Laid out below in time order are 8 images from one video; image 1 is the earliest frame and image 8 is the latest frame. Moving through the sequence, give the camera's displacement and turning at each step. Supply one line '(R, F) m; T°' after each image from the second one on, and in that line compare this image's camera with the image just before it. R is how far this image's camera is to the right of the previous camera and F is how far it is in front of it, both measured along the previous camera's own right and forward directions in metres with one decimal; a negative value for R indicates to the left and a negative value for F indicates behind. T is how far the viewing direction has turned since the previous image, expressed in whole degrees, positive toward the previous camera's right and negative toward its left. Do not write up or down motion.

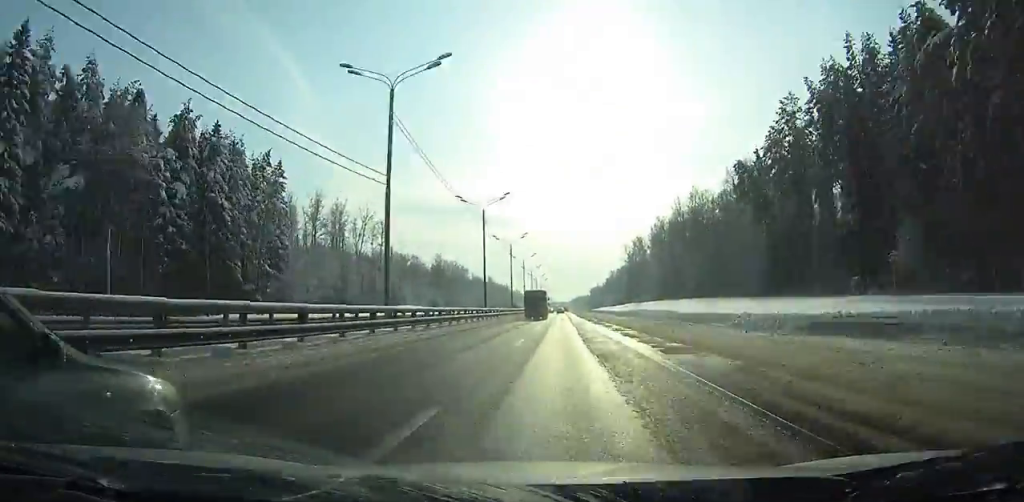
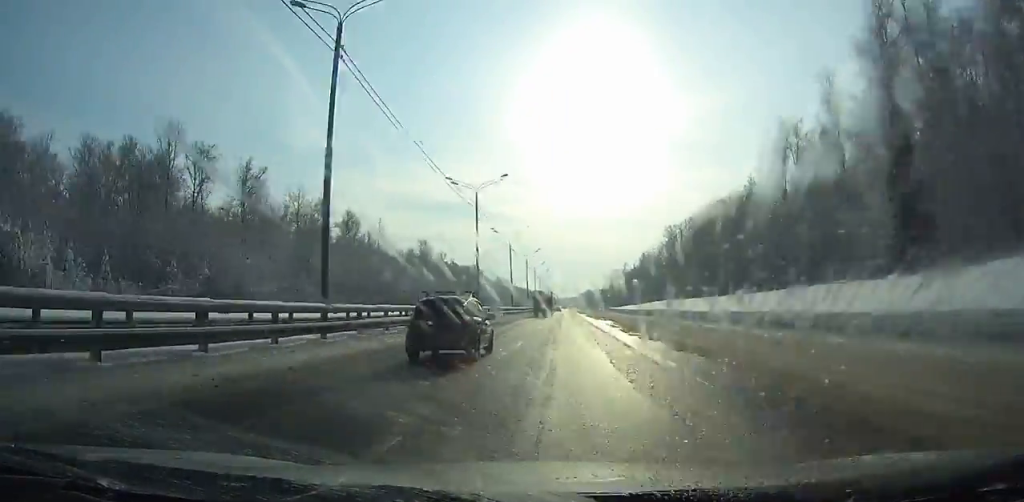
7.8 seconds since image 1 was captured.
(-1.3, +193.5) m; -1°
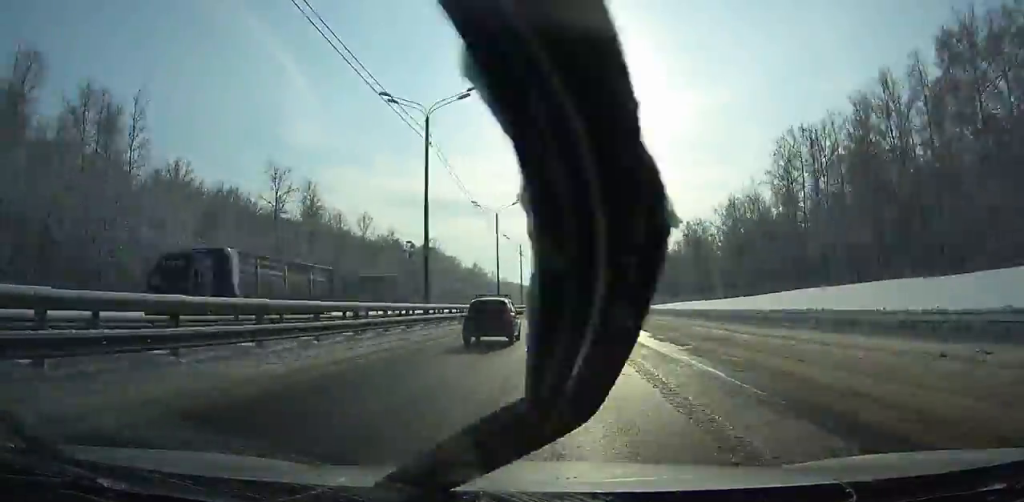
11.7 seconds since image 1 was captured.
(-0.2, +98.7) m; 0°
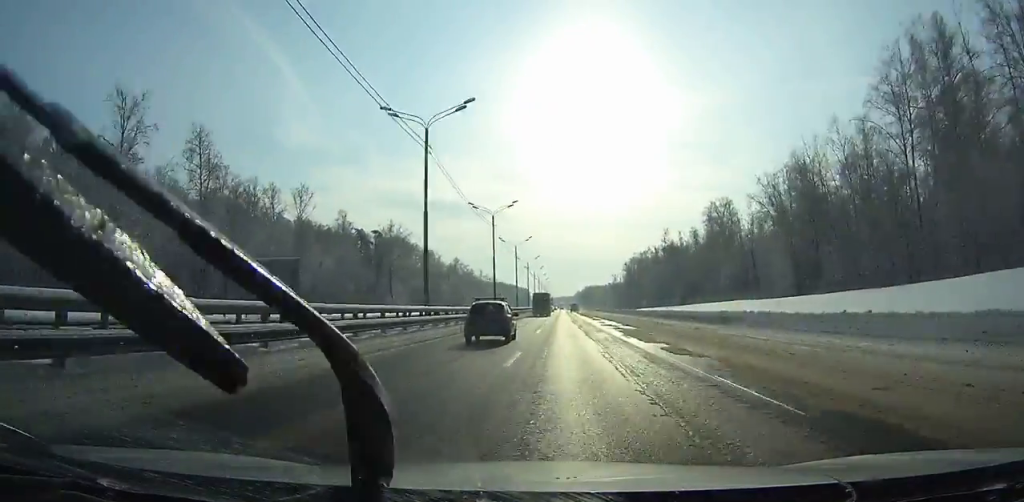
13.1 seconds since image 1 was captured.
(0.0, +35.9) m; 0°
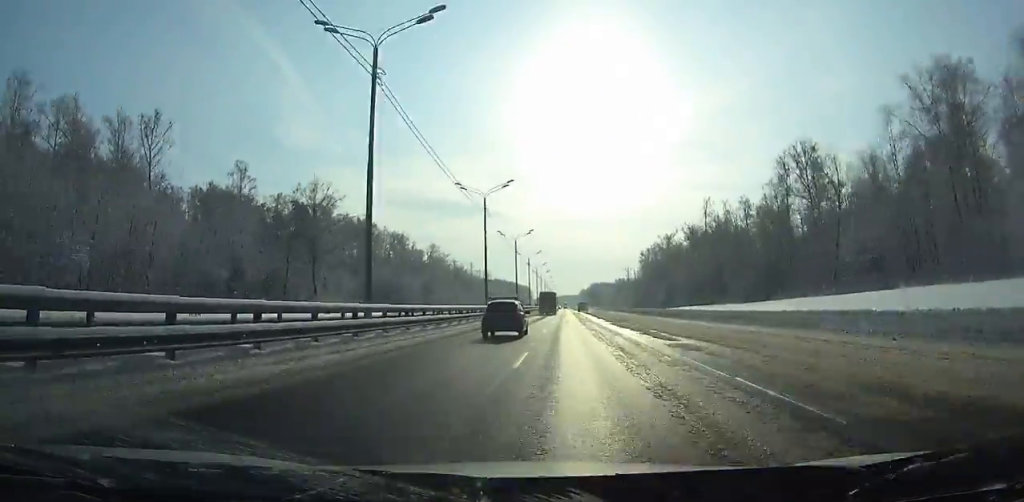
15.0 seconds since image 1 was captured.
(0.0, +48.8) m; 0°
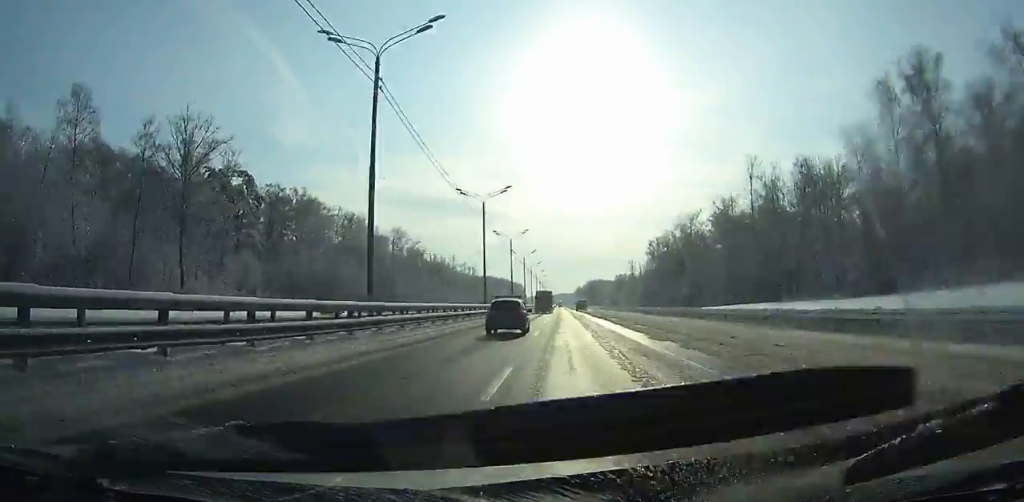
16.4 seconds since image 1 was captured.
(0.0, +36.2) m; 0°
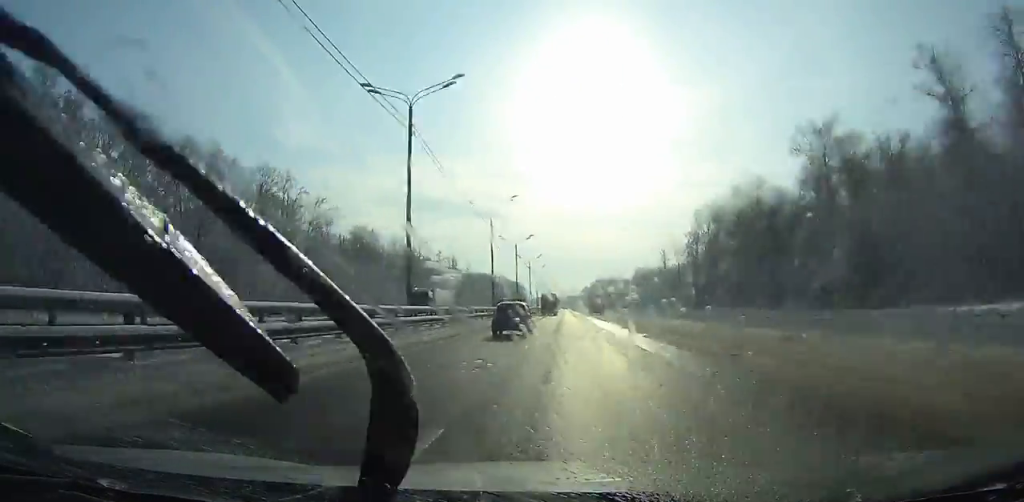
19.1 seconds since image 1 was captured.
(+0.1, +70.0) m; 0°
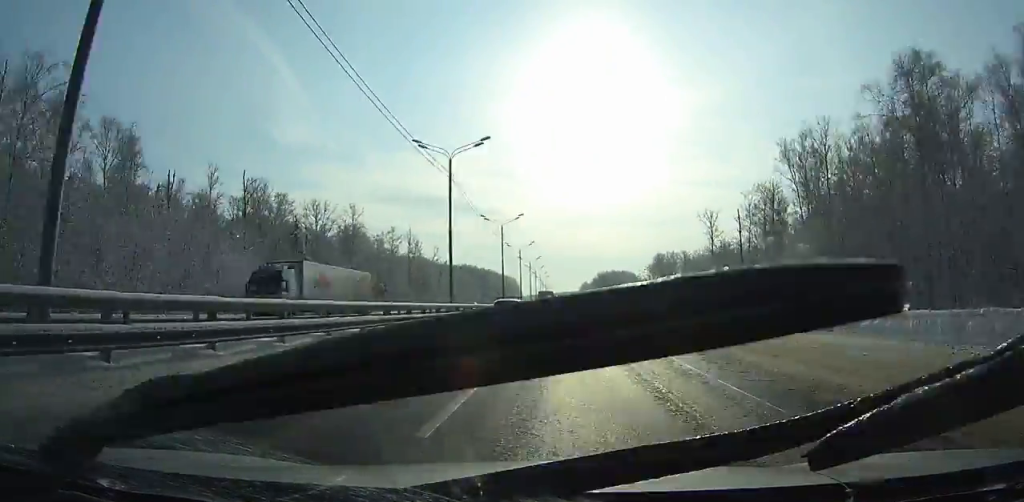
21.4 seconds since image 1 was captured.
(+0.1, +59.7) m; 0°
